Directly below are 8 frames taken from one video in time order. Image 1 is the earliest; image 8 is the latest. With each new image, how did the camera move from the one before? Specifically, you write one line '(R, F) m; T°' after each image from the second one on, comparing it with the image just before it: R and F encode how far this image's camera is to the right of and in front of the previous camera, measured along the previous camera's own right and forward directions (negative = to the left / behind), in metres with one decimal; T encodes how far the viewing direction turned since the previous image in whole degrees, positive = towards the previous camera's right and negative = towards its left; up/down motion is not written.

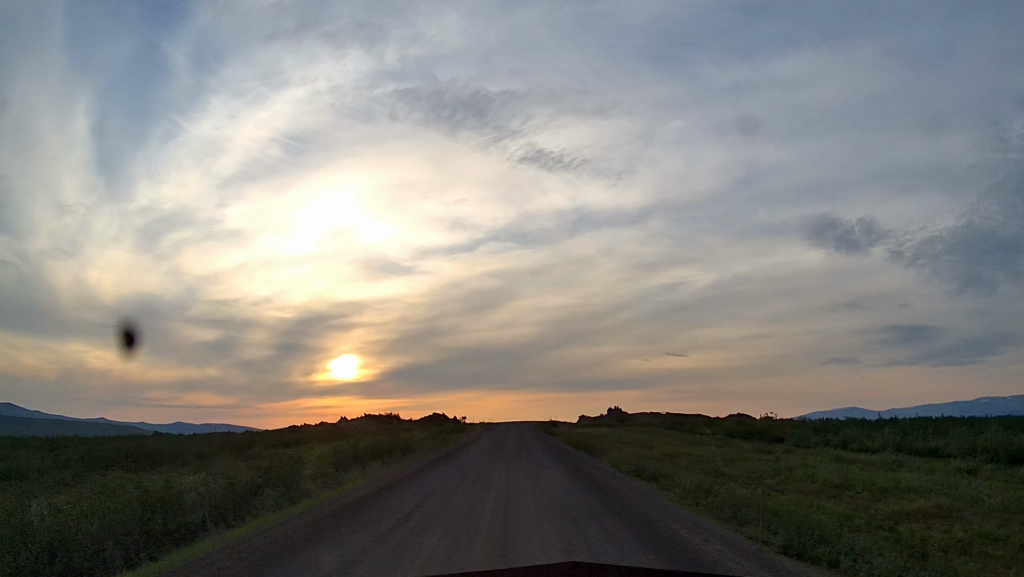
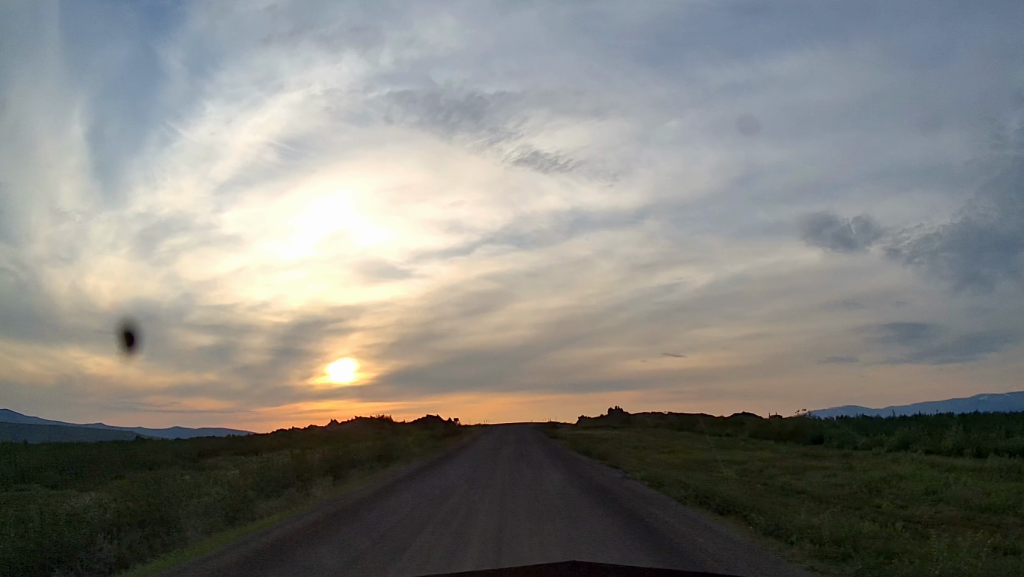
(+0.2, +12.0) m; -1°
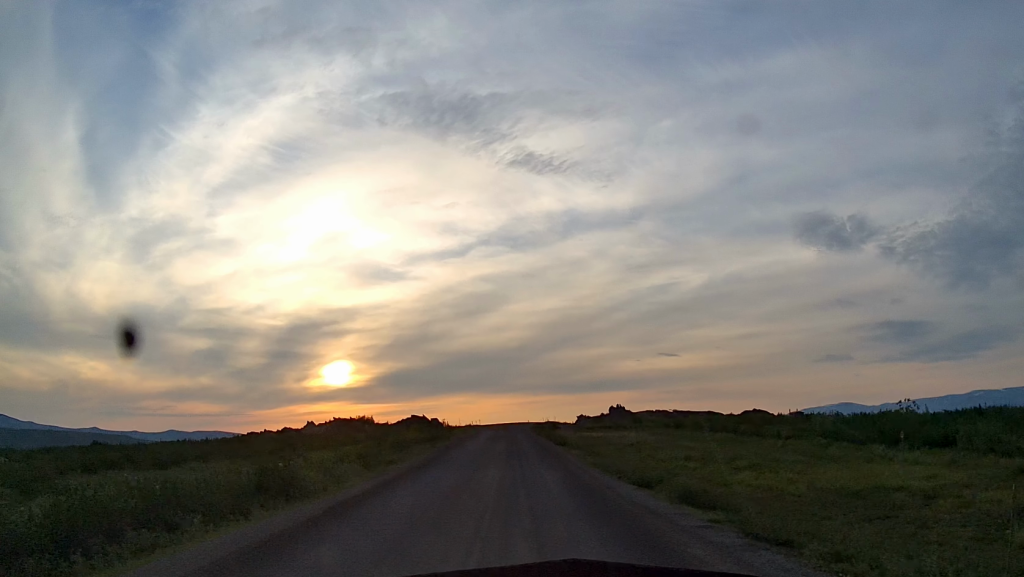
(-0.8, +24.6) m; -1°
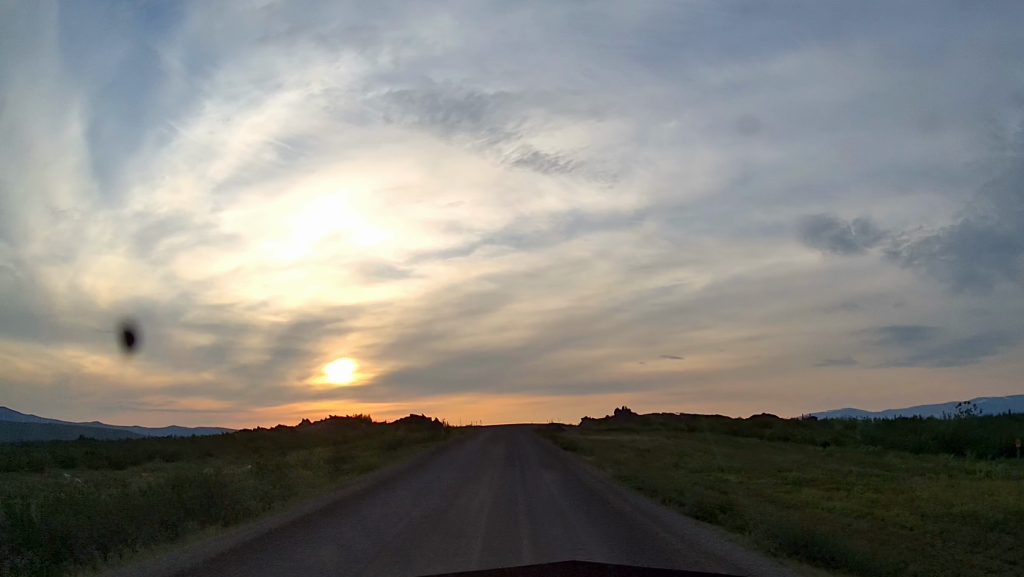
(+0.1, +8.7) m; +1°
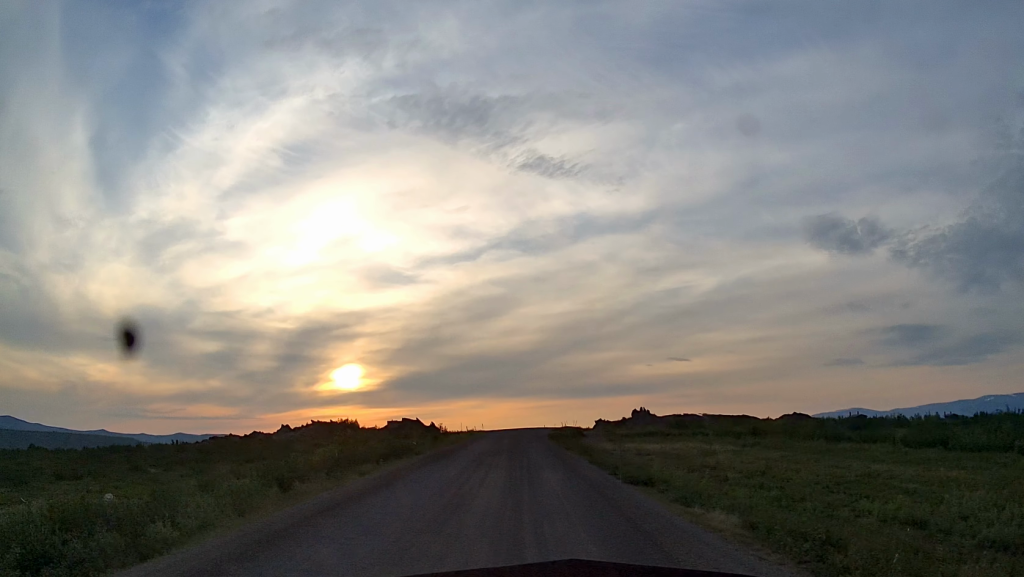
(+0.6, +30.1) m; +2°
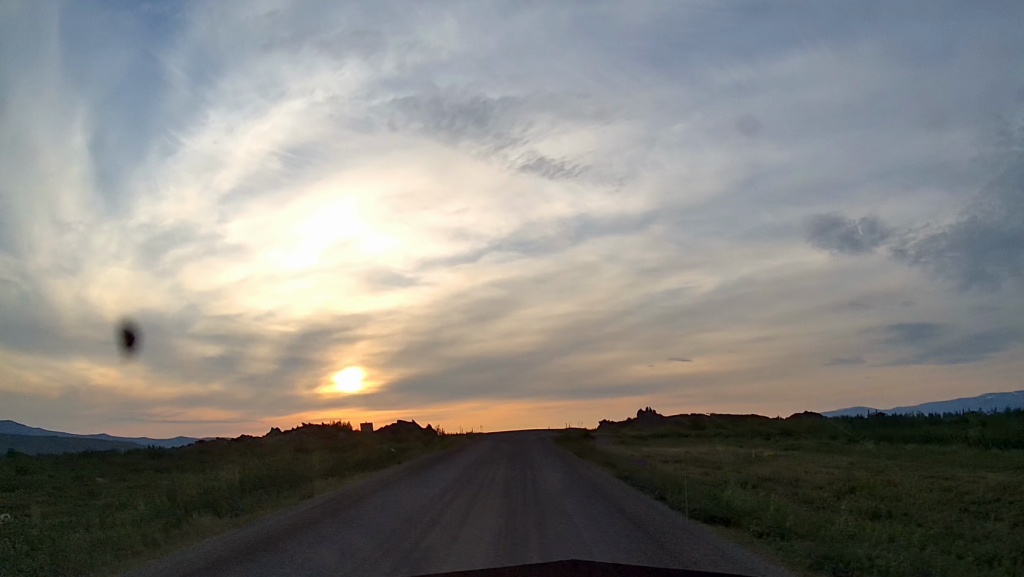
(0.0, +10.9) m; -1°
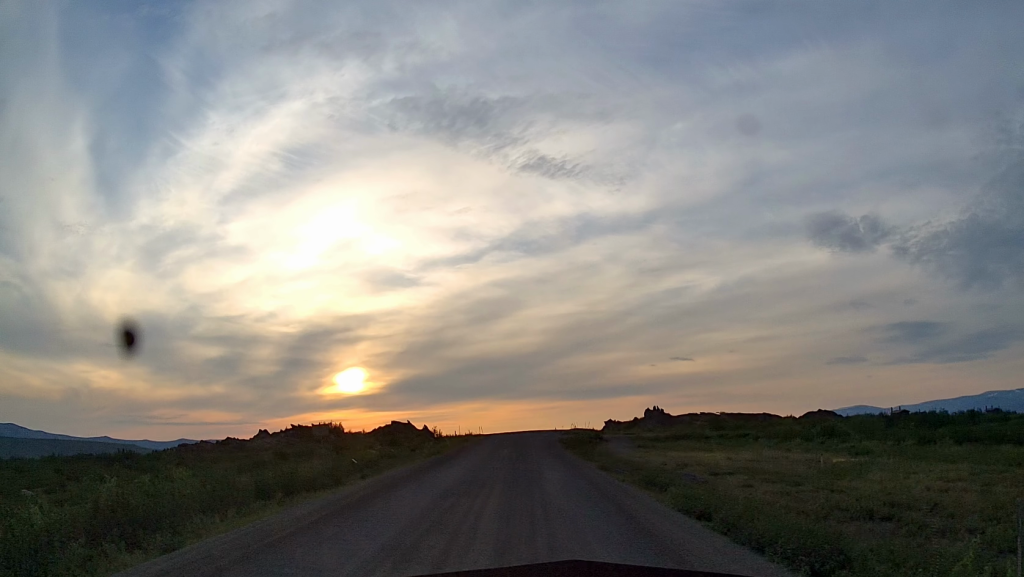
(-0.1, +12.1) m; -1°
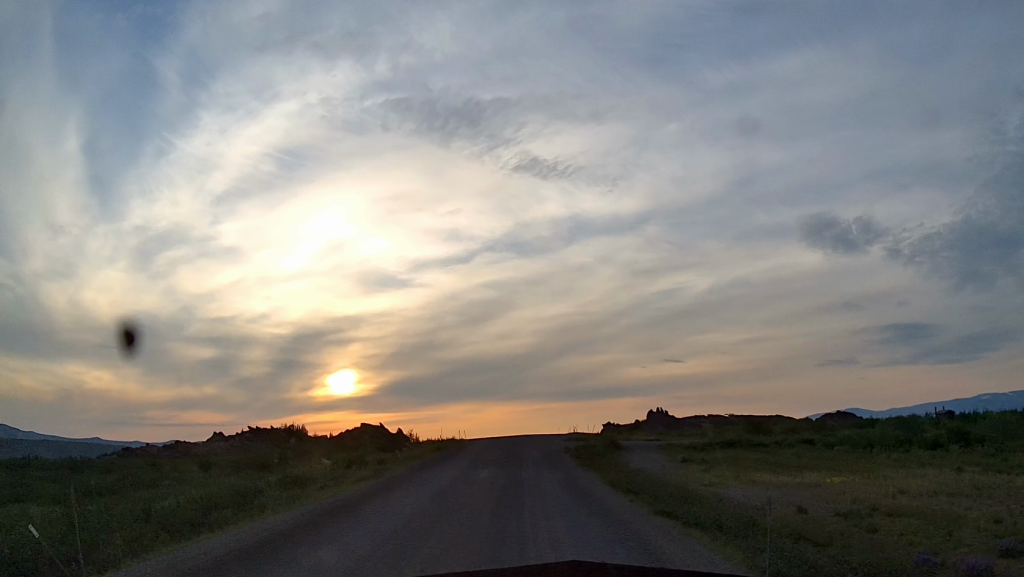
(-0.4, +25.3) m; +1°
